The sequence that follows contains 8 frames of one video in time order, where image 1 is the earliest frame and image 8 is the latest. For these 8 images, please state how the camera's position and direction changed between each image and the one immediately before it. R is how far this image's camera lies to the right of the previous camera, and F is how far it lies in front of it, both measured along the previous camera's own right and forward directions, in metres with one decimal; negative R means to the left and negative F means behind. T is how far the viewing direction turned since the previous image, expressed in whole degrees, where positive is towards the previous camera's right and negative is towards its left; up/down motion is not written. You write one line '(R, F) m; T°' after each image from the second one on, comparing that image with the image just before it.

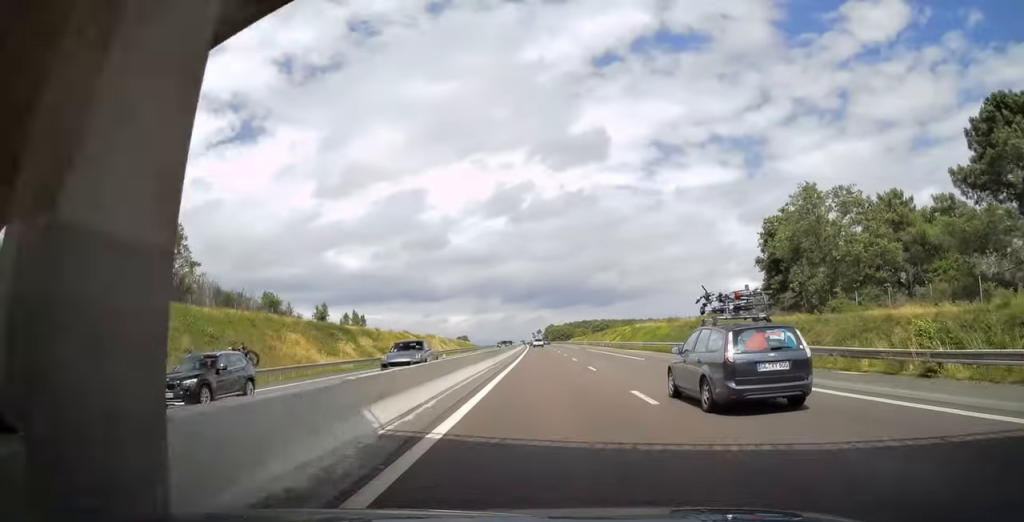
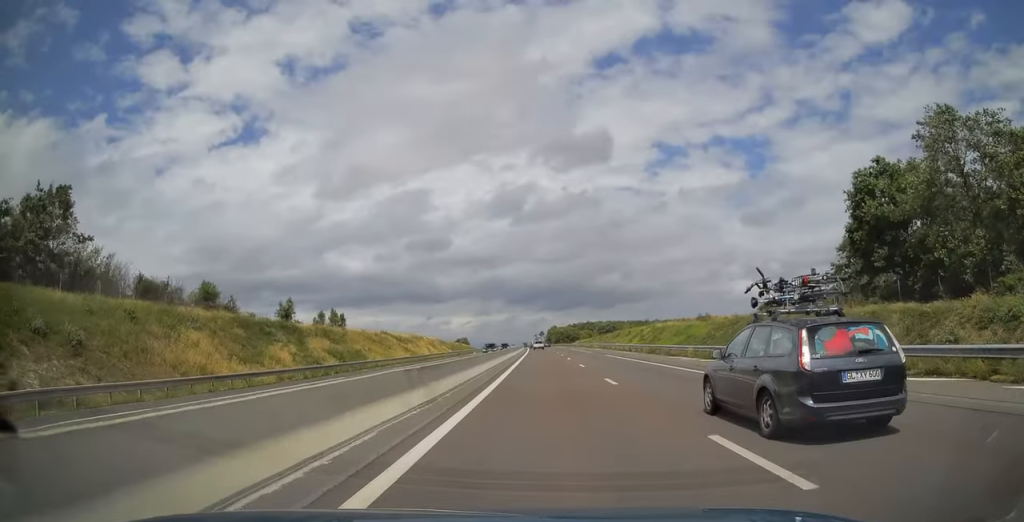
(0.0, +19.5) m; 0°
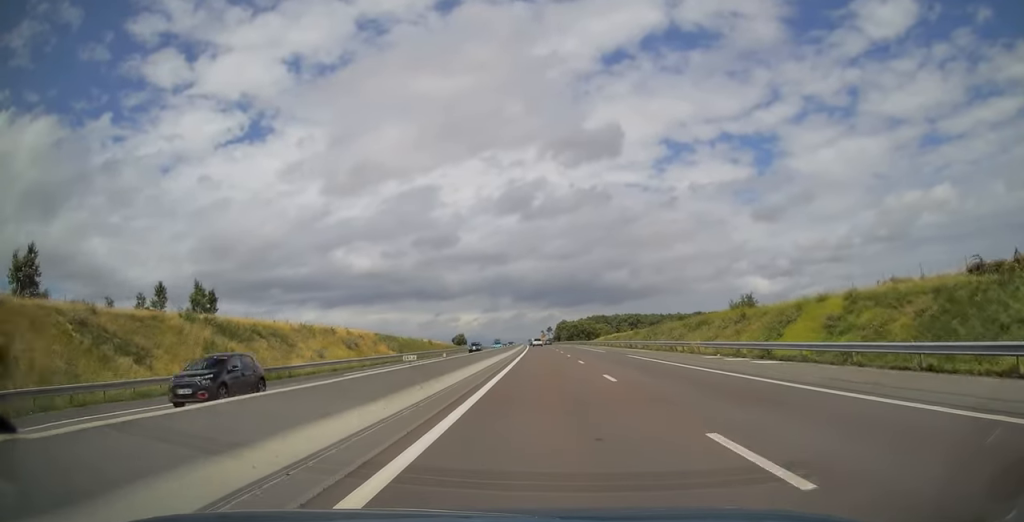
(-0.2, +64.5) m; -1°
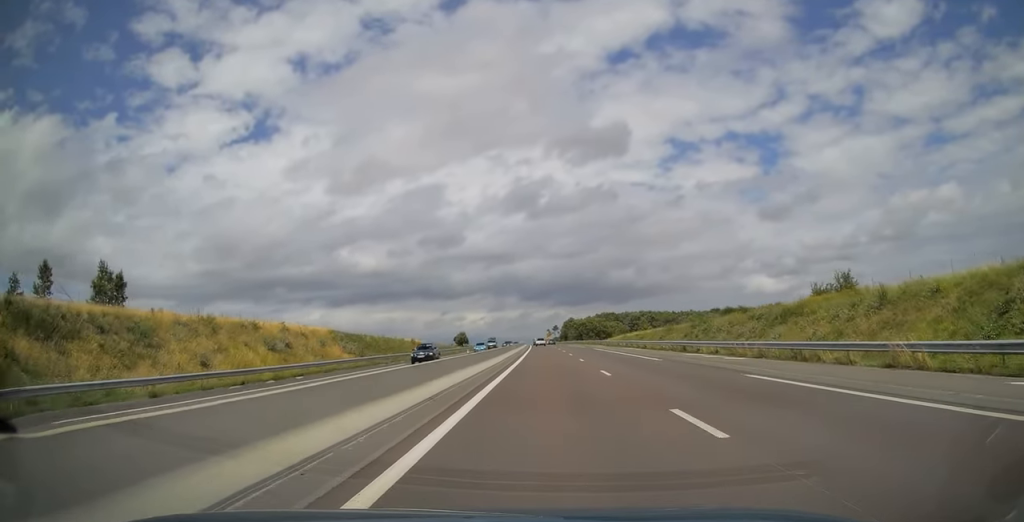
(-0.1, +23.4) m; 0°
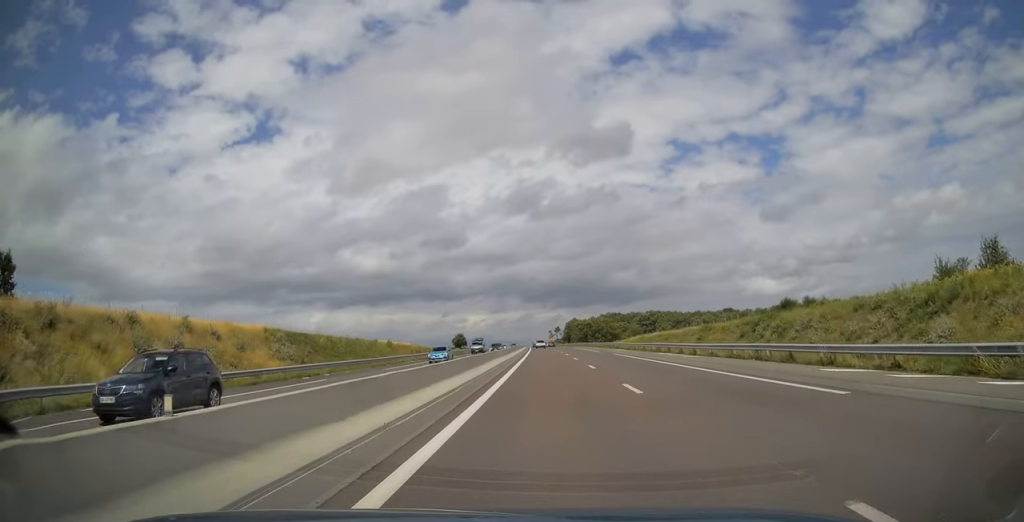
(0.0, +19.0) m; 0°
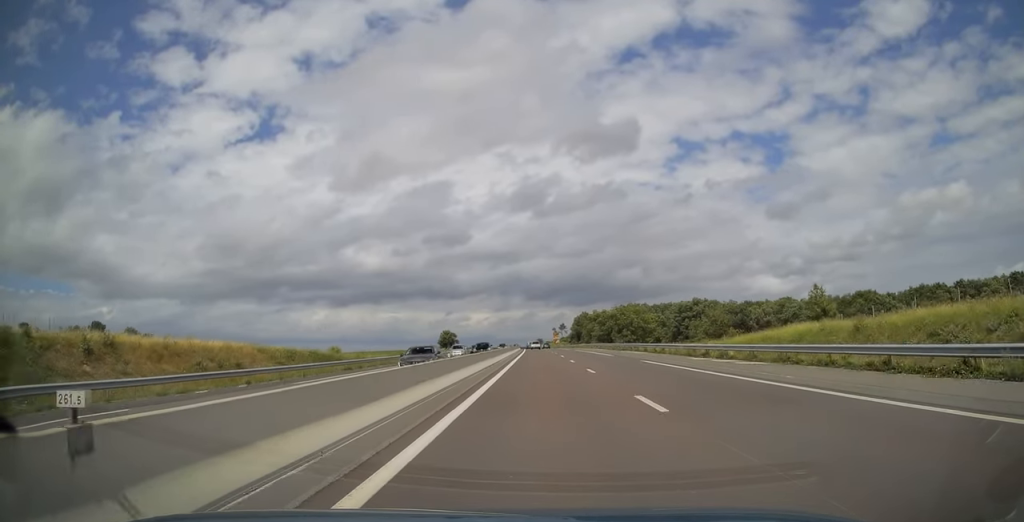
(-0.4, +68.4) m; 0°
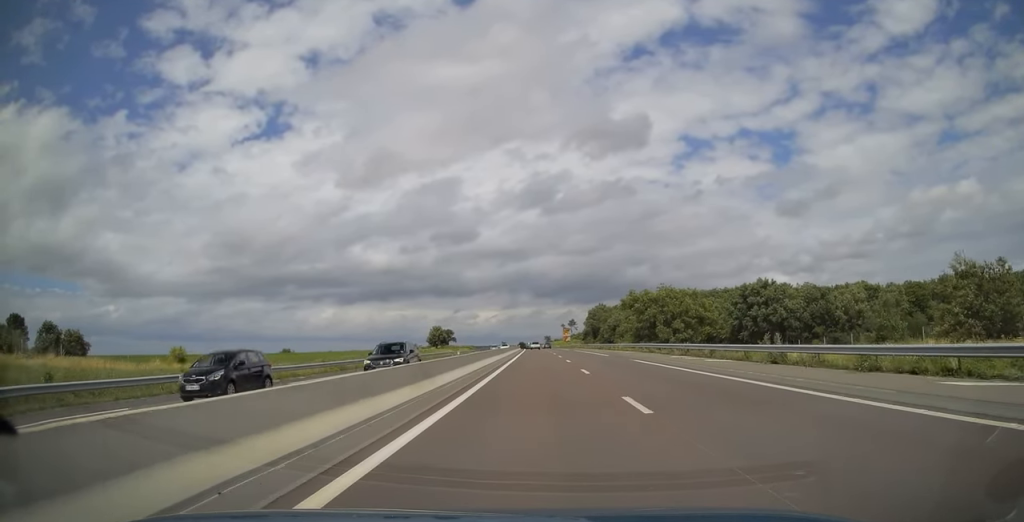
(-0.1, +51.9) m; 0°
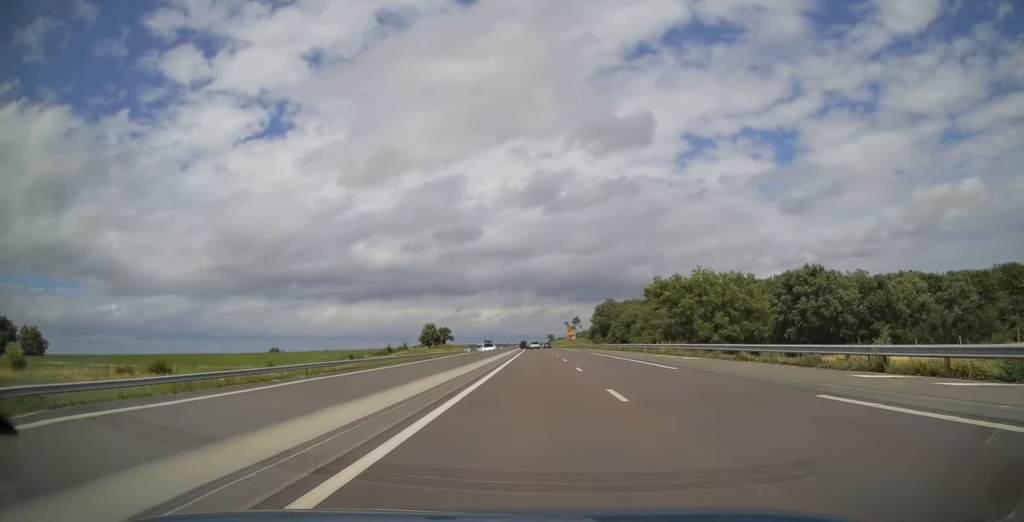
(0.0, +23.7) m; 0°
